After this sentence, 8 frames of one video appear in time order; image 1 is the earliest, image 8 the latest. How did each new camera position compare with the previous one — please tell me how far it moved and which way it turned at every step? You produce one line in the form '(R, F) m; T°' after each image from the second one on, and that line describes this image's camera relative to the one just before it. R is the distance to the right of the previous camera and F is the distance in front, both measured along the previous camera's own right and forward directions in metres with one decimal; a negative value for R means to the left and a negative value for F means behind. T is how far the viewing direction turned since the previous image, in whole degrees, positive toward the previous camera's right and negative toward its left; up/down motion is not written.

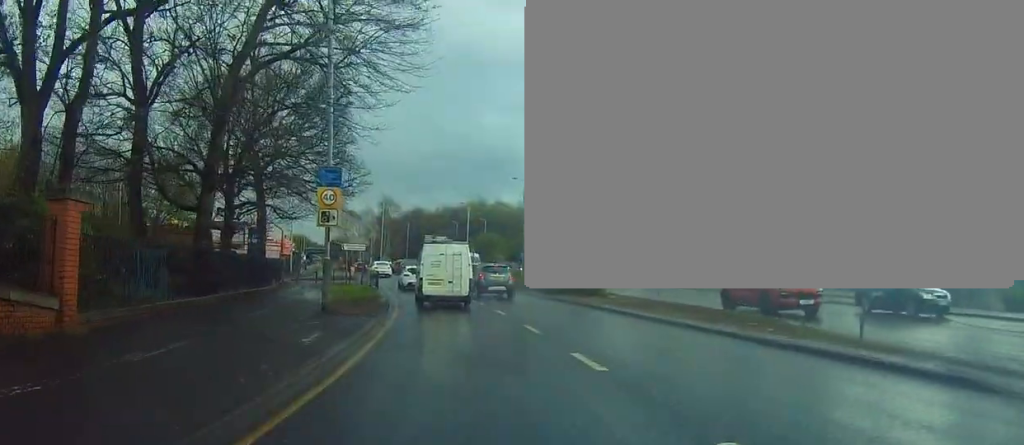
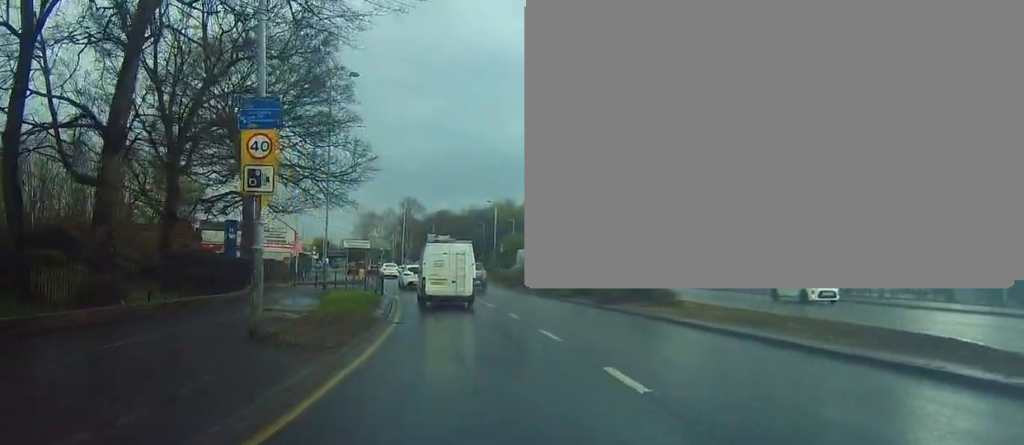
(-0.1, +7.8) m; -3°
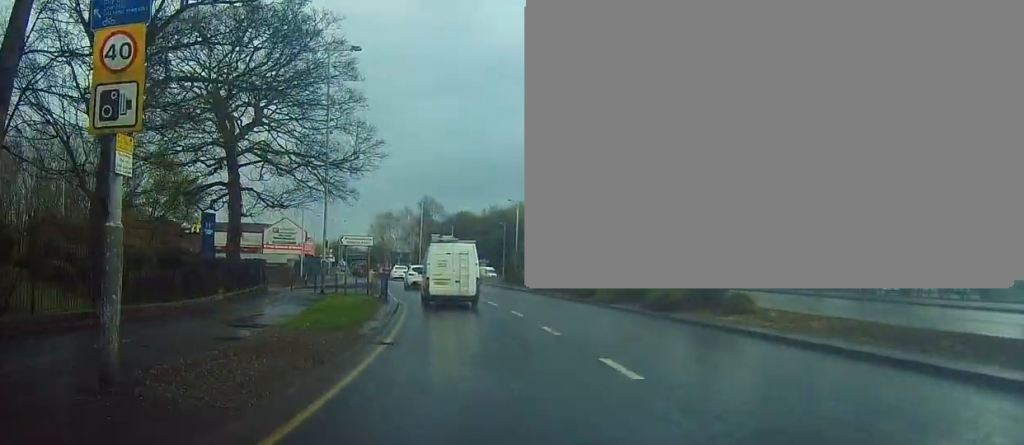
(-0.1, +5.3) m; -4°
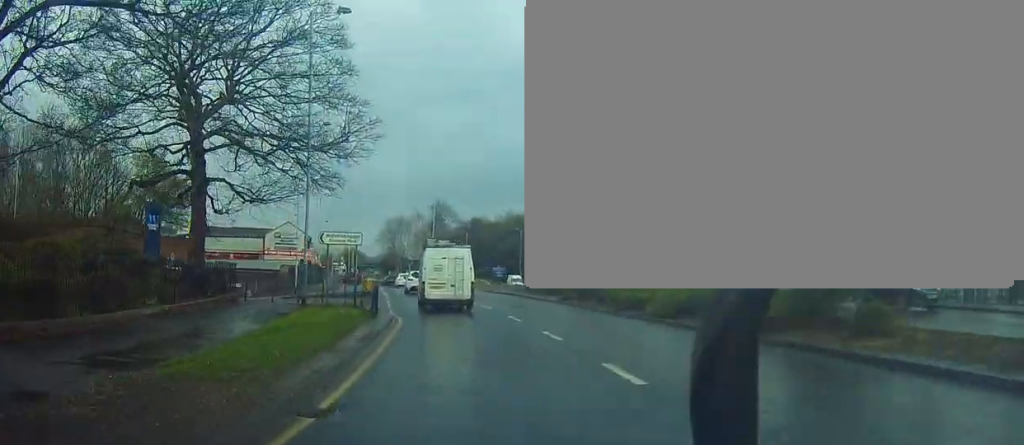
(-0.3, +6.2) m; -3°
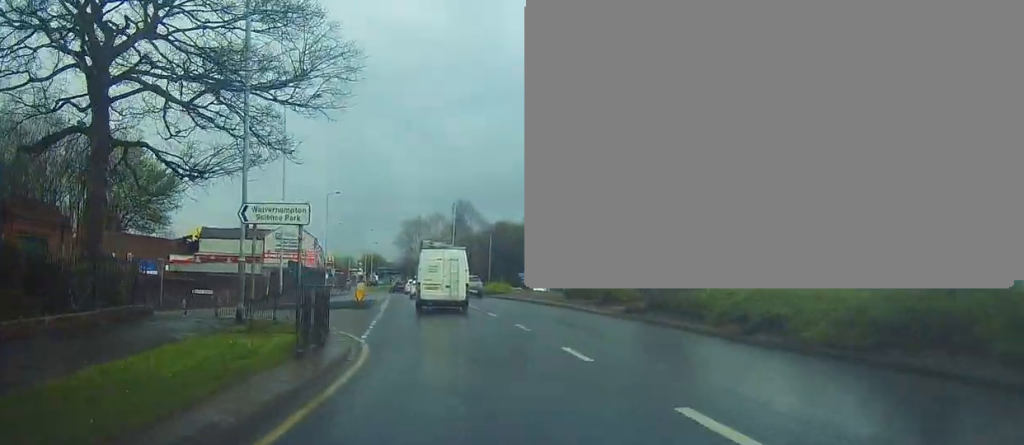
(0.0, +9.1) m; 0°
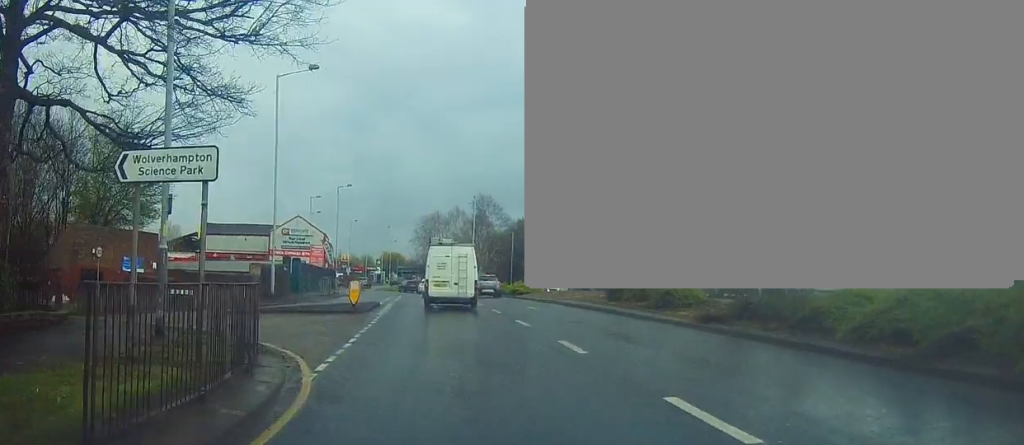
(0.0, +5.6) m; 0°
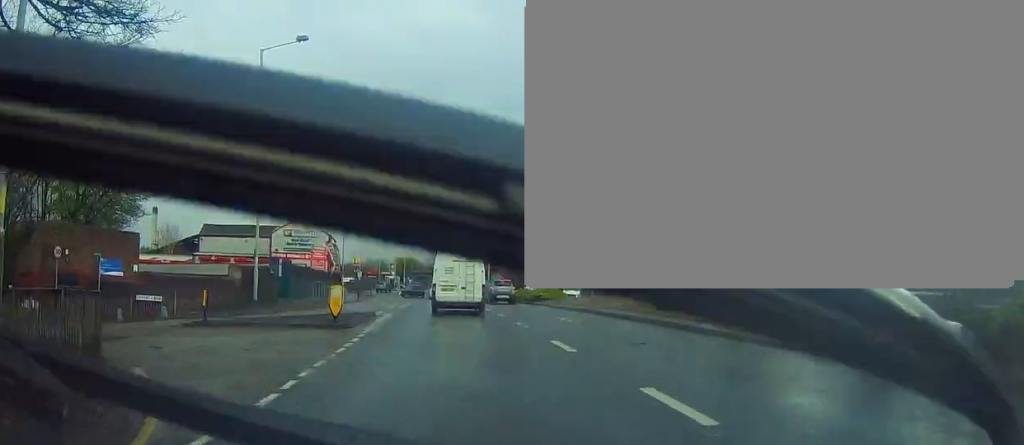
(0.0, +5.3) m; -2°
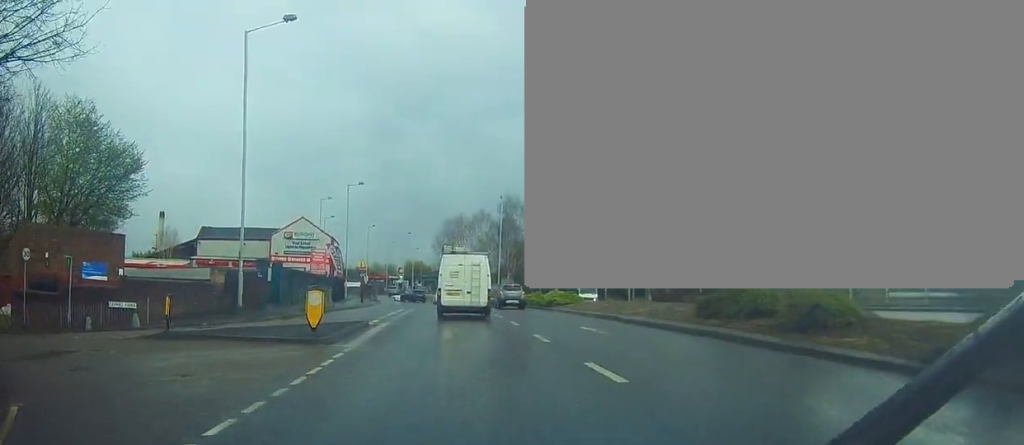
(+0.1, +3.3) m; -1°
